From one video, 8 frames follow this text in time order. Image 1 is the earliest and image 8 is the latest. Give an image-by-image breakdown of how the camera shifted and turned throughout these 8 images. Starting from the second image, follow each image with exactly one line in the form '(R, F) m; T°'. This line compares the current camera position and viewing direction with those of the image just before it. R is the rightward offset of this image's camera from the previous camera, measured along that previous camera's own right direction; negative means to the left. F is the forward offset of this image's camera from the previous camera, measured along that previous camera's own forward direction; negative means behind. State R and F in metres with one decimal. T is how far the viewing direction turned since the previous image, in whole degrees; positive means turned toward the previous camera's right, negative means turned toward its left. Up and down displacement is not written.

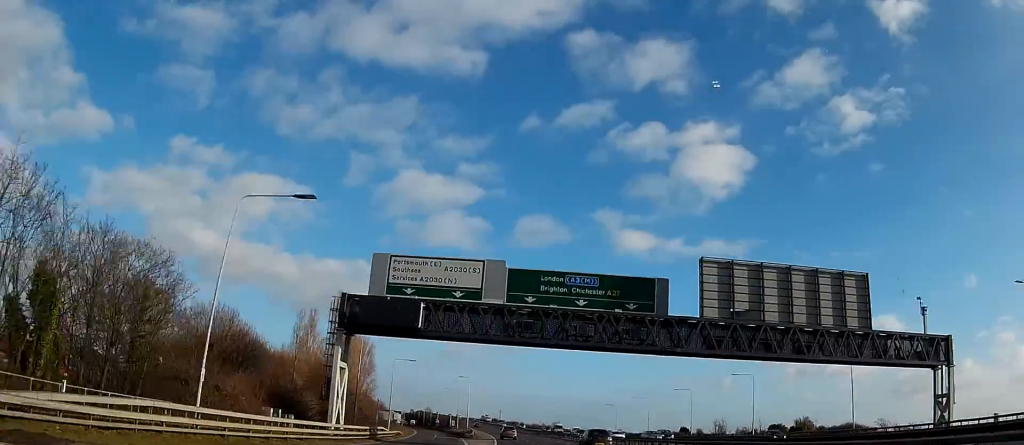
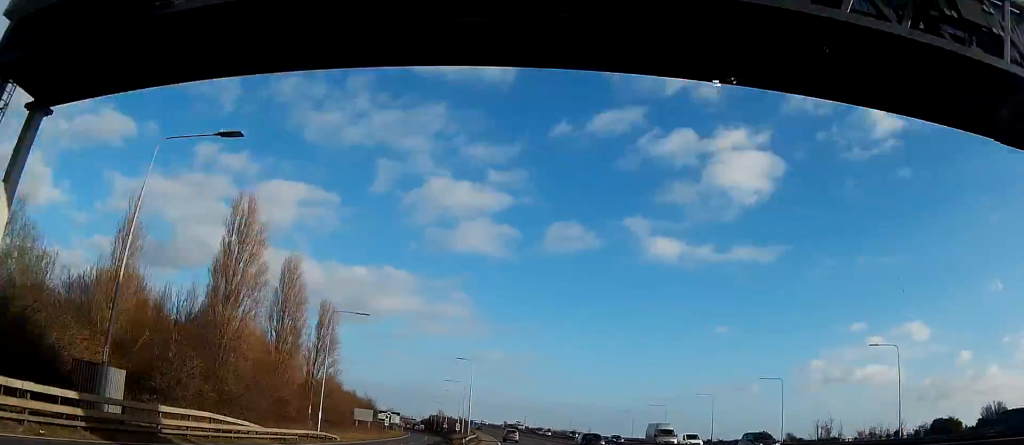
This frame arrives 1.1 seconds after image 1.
(-0.4, +35.2) m; -2°
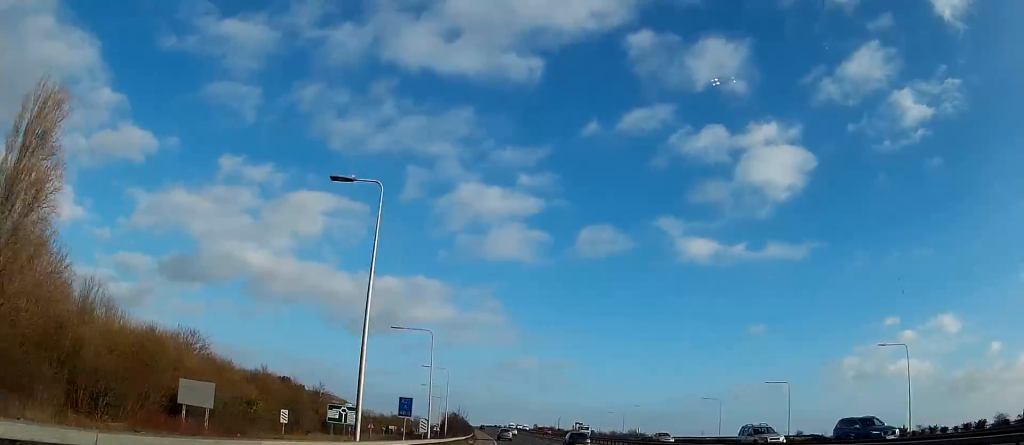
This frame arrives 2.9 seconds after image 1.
(-1.4, +57.7) m; -3°
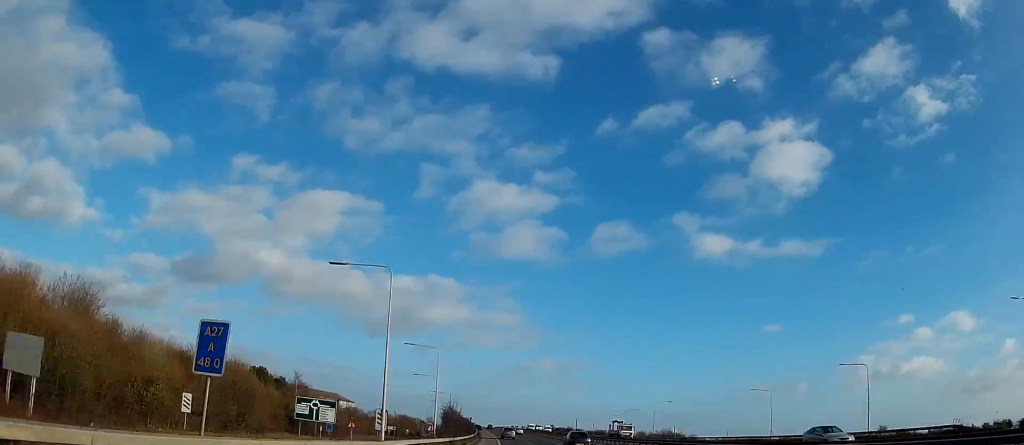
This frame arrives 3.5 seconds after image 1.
(-0.3, +19.2) m; -1°
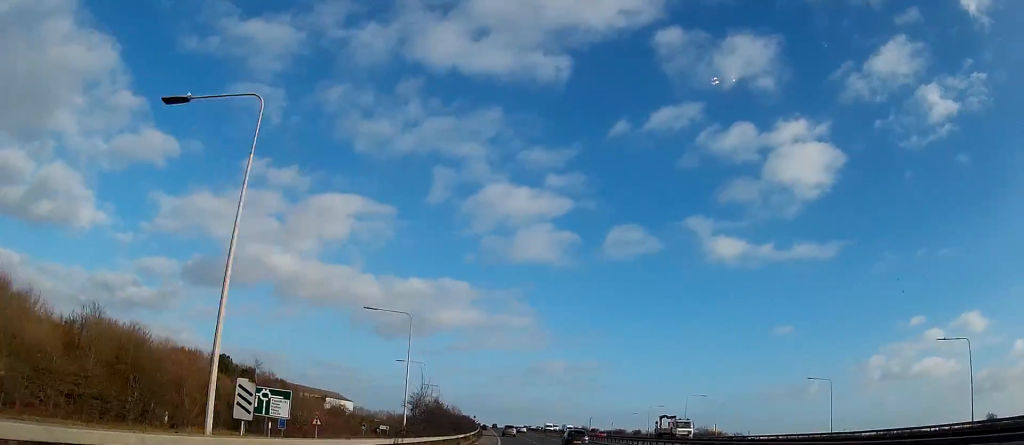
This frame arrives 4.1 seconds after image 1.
(-0.2, +18.2) m; 0°
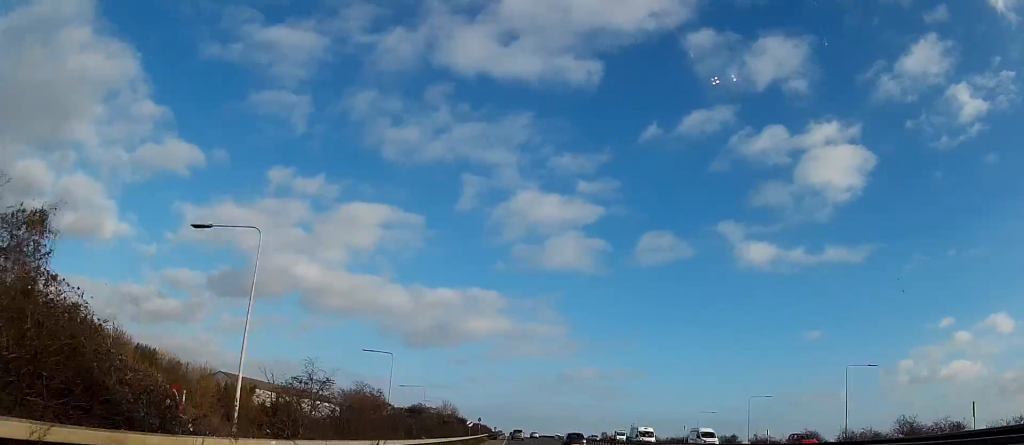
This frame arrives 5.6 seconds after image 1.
(+0.1, +50.3) m; -1°
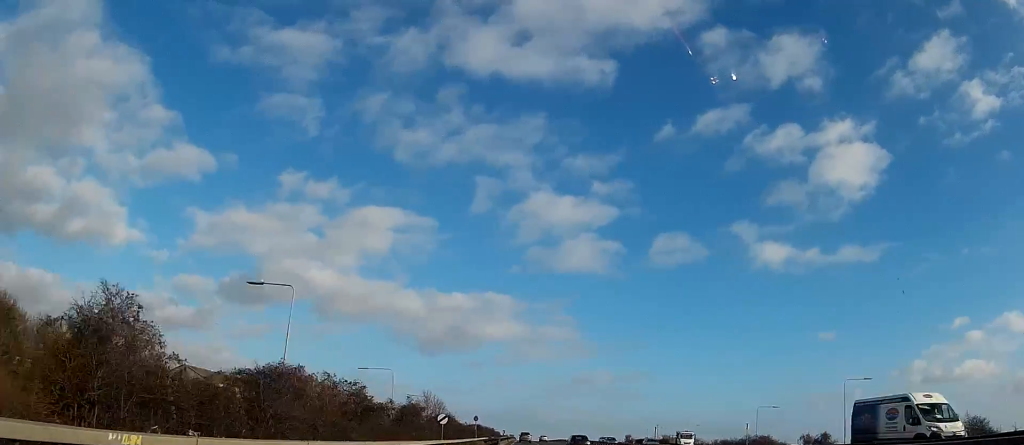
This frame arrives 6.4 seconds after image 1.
(-0.7, +25.7) m; -1°
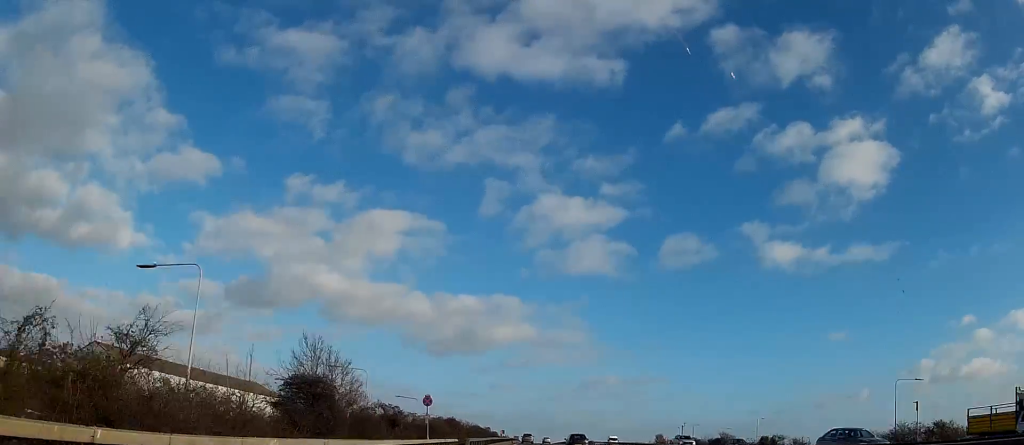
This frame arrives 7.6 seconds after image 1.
(-0.3, +37.2) m; -1°
